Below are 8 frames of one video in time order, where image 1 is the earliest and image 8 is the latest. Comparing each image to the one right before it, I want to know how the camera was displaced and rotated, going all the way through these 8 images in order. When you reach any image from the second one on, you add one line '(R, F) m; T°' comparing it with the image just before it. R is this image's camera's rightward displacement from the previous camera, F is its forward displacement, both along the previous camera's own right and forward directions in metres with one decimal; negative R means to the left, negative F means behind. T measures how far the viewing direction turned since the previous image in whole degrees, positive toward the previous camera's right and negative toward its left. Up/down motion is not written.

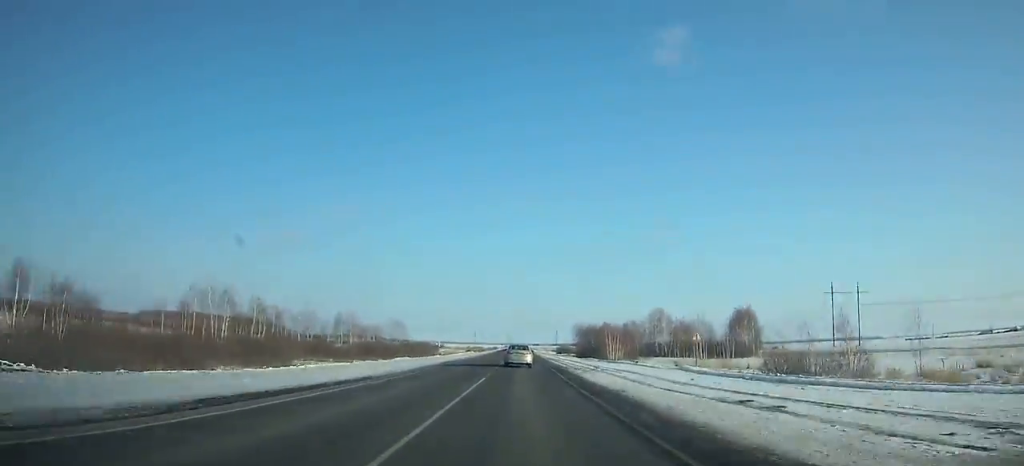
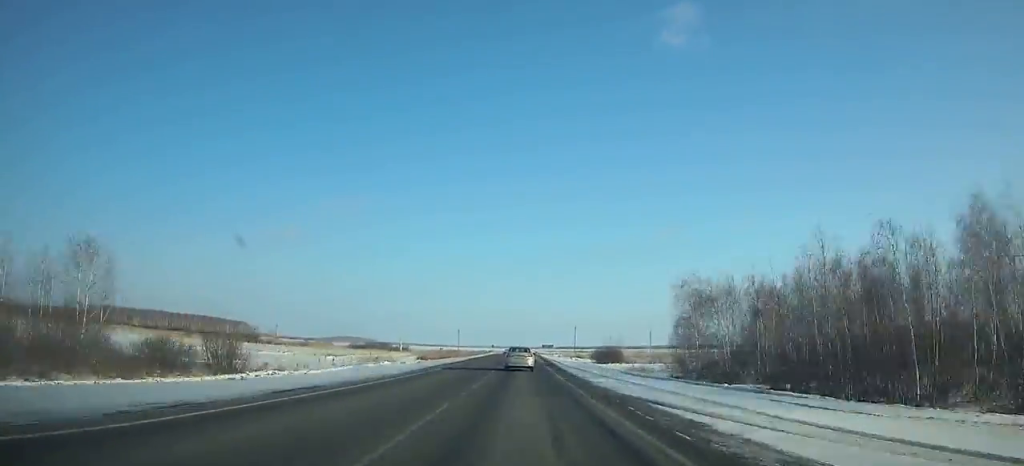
(0.0, +97.7) m; 0°
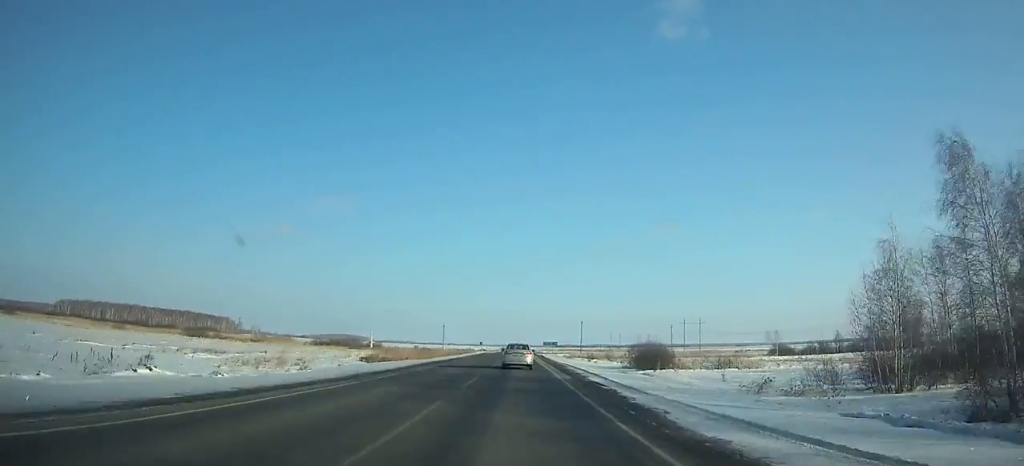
(0.0, +34.8) m; 0°
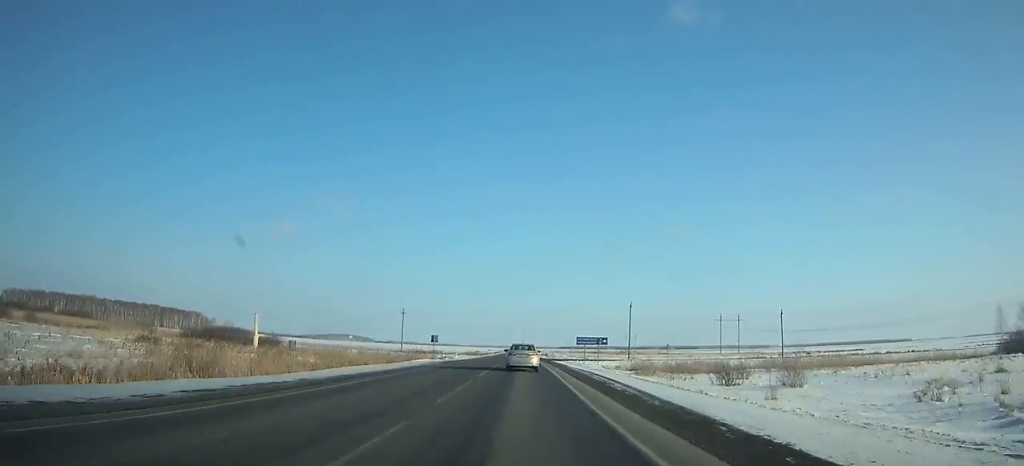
(-0.1, +73.9) m; 0°
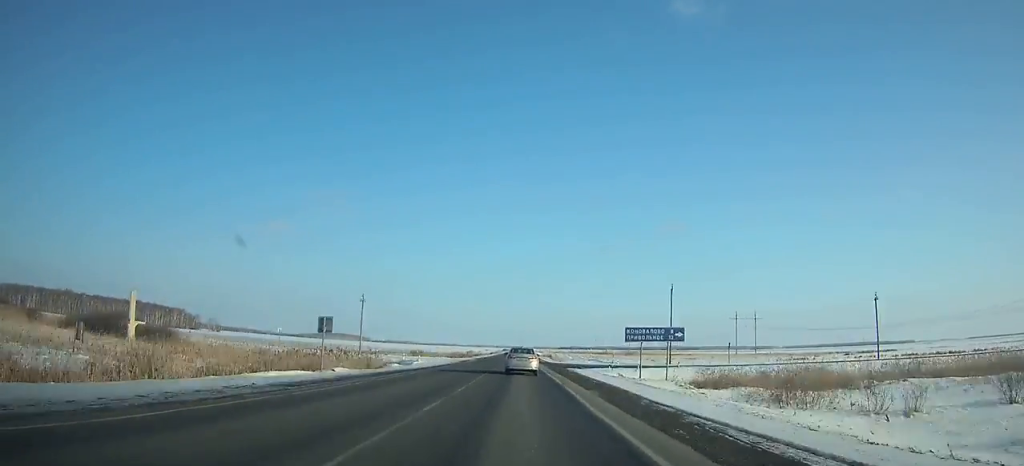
(0.0, +31.2) m; 0°
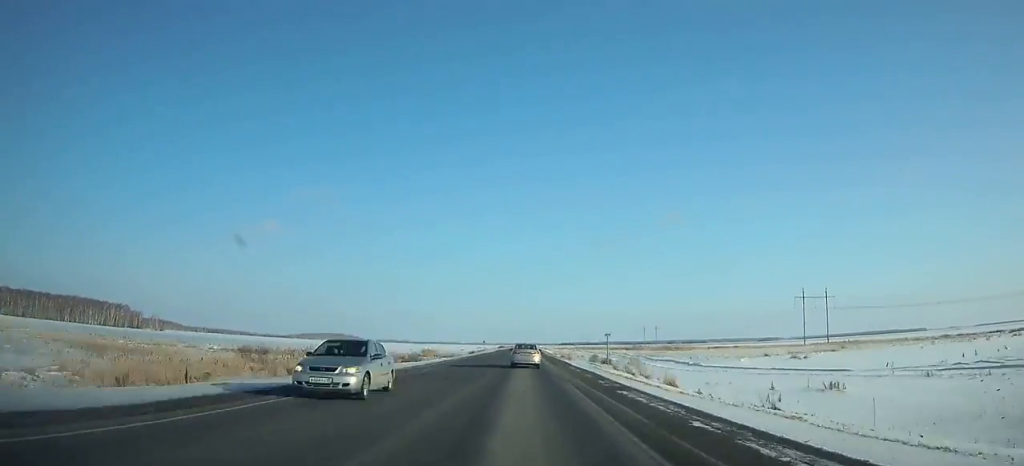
(+0.1, +96.0) m; 0°
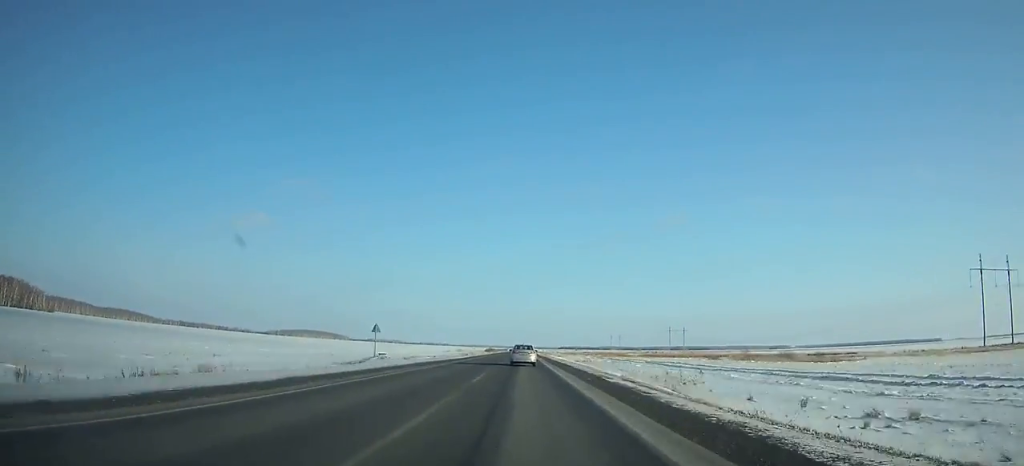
(+0.4, +125.2) m; 0°
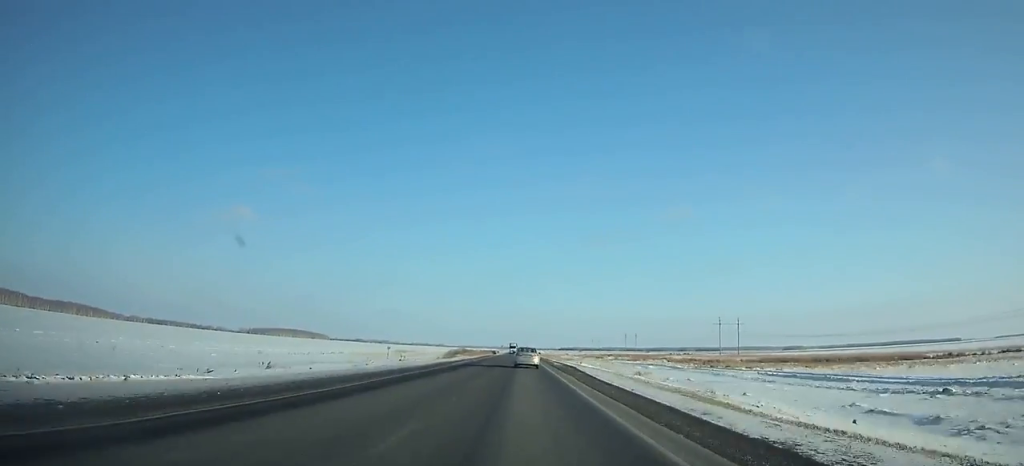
(0.0, +143.5) m; 0°
